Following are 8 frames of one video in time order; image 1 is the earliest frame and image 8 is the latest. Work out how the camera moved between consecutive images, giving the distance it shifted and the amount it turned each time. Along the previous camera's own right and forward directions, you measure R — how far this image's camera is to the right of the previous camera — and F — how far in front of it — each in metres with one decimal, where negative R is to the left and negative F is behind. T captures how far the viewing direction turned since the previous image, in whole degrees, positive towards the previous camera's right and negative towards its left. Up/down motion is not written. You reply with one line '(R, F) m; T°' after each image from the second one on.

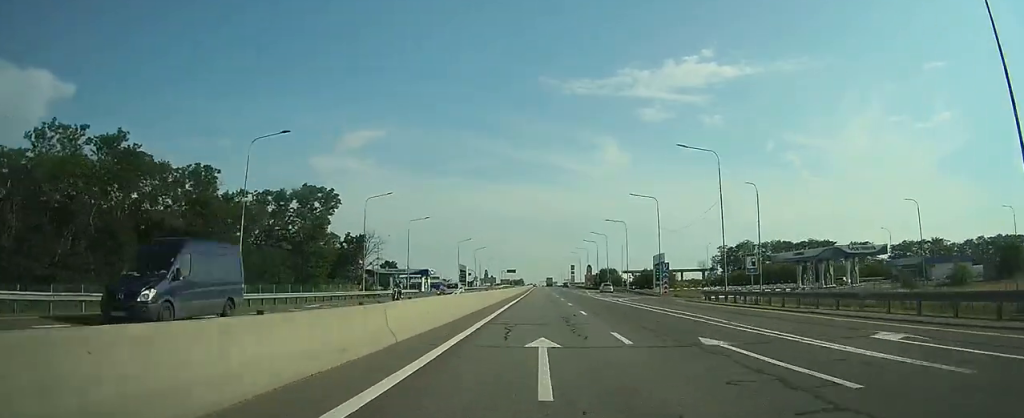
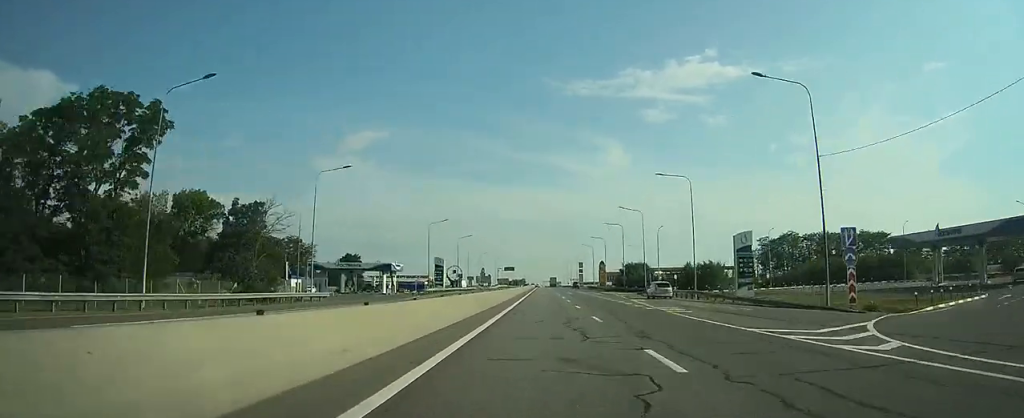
(0.0, +40.4) m; 0°
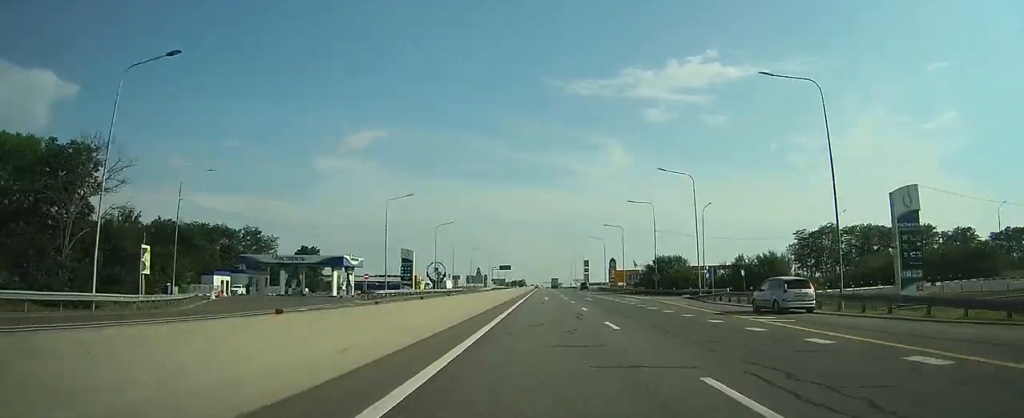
(+0.1, +28.0) m; 0°
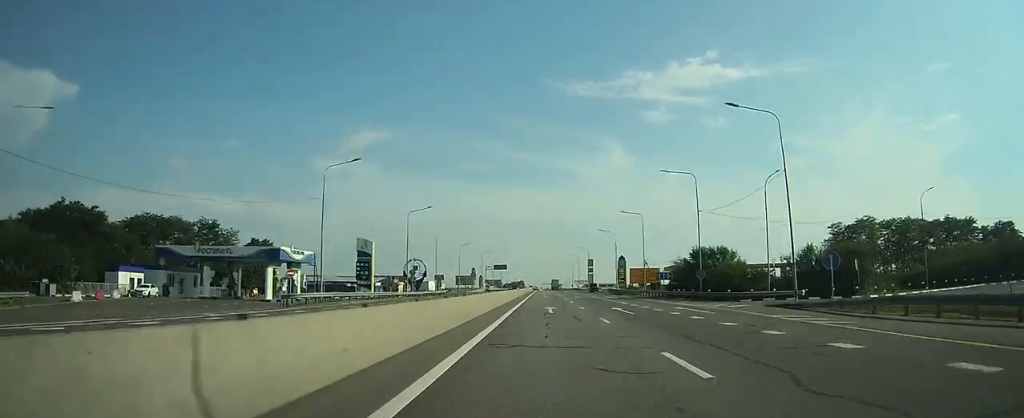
(+0.1, +21.3) m; 0°
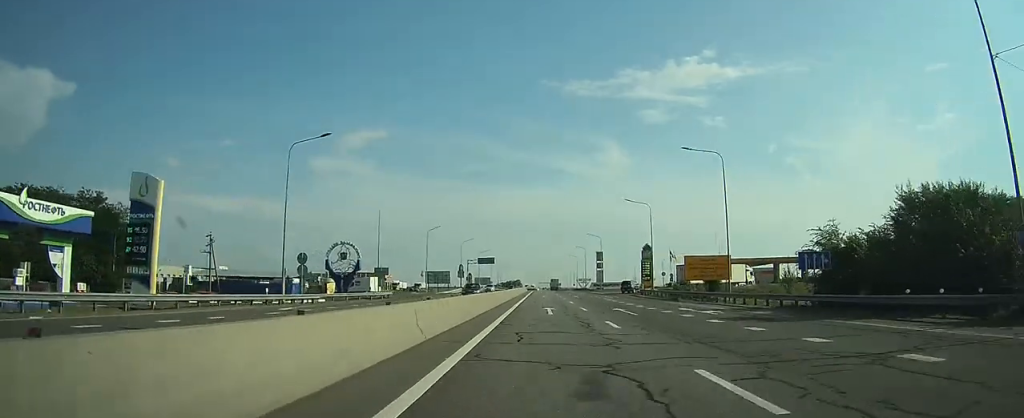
(-0.1, +39.0) m; 0°
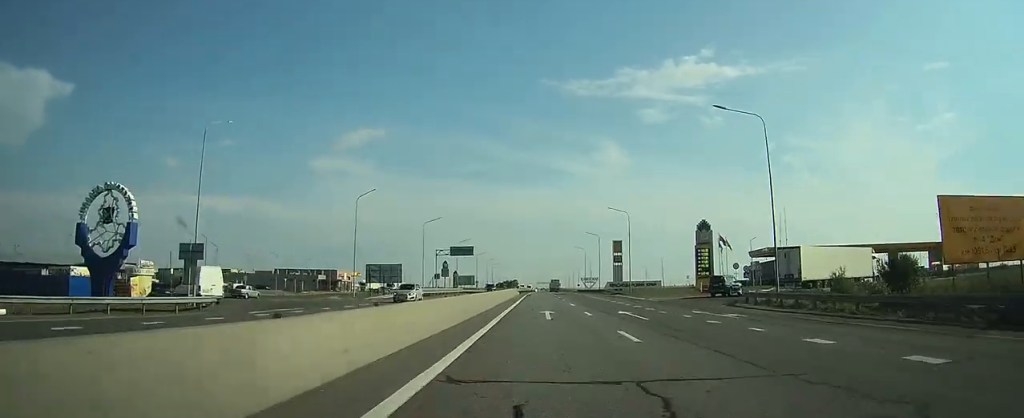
(0.0, +40.6) m; 0°
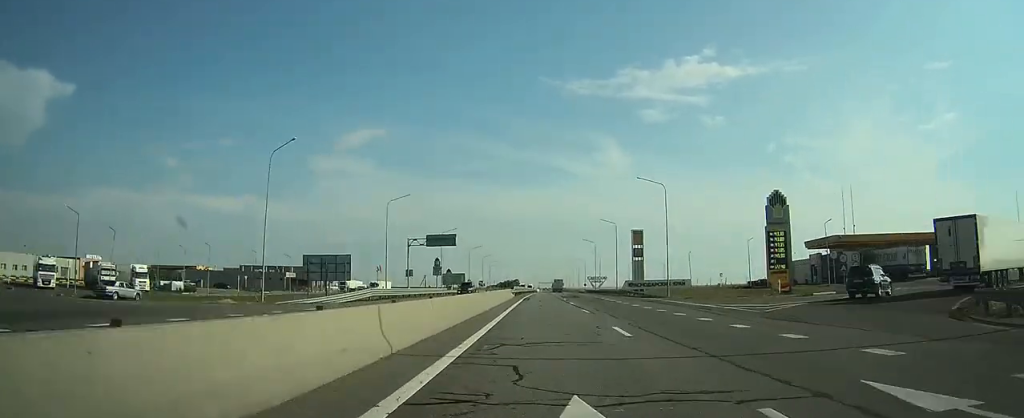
(0.0, +22.8) m; 0°
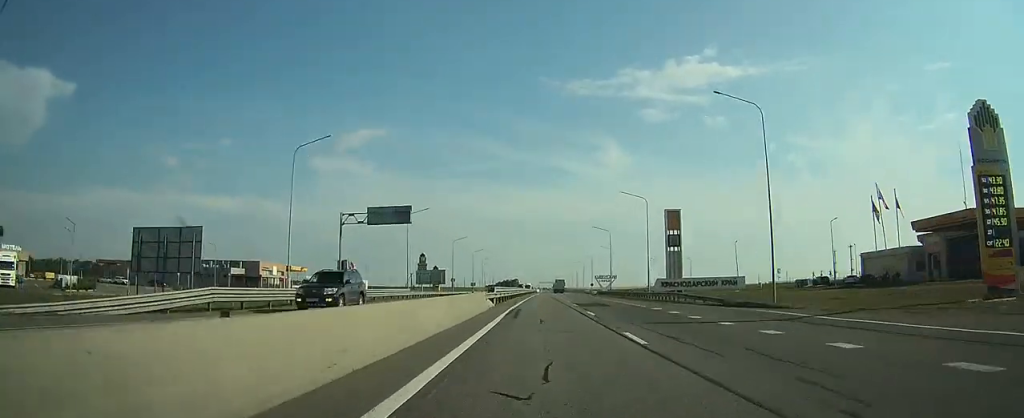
(0.0, +26.5) m; 0°
